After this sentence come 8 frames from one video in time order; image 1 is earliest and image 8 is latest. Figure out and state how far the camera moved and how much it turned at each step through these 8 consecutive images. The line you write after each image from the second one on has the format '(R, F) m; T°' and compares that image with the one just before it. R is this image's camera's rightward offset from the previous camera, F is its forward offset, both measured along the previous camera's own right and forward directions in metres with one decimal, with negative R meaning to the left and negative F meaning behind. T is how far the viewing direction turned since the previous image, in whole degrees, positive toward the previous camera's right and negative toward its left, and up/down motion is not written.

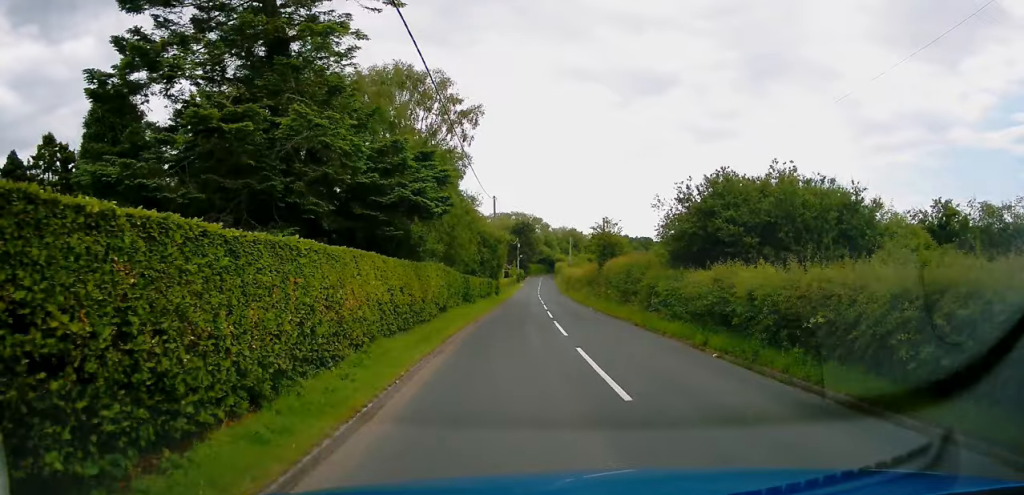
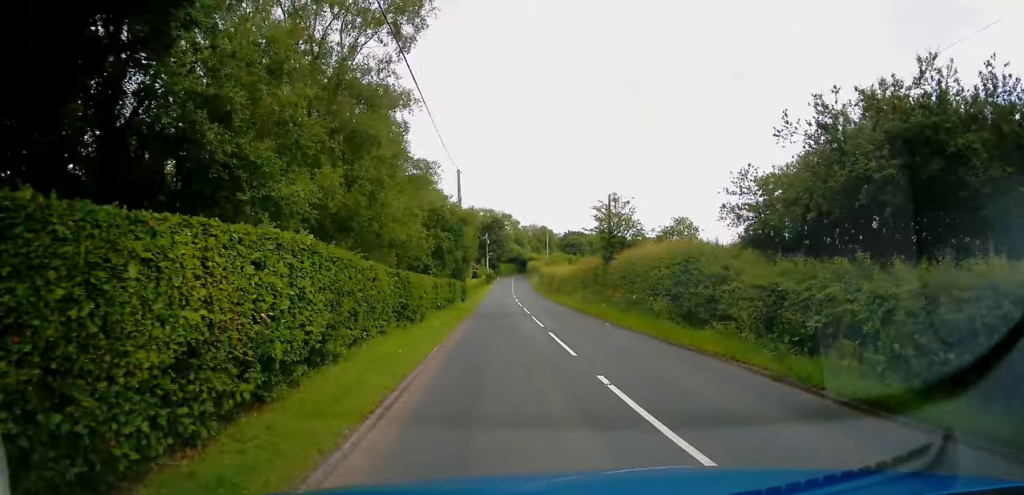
(+0.1, +12.6) m; +3°
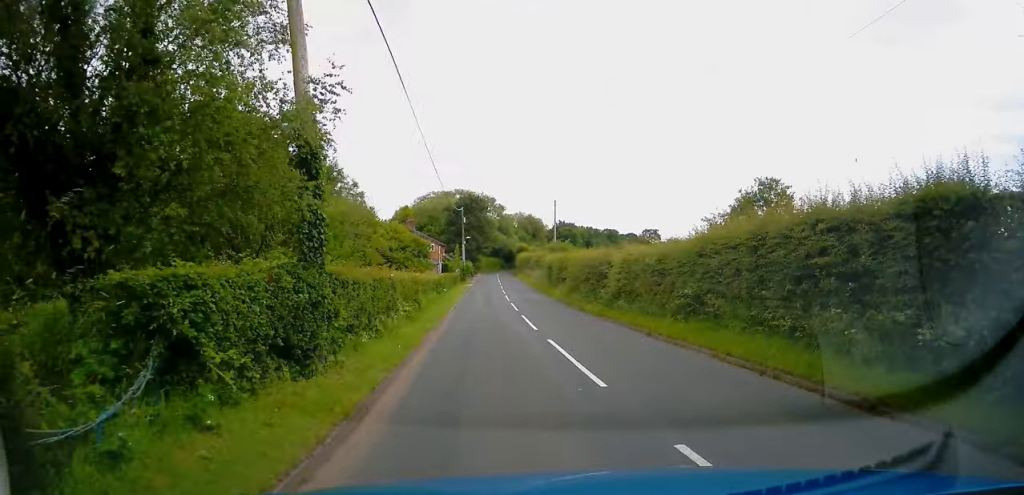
(+1.5, +30.9) m; +3°
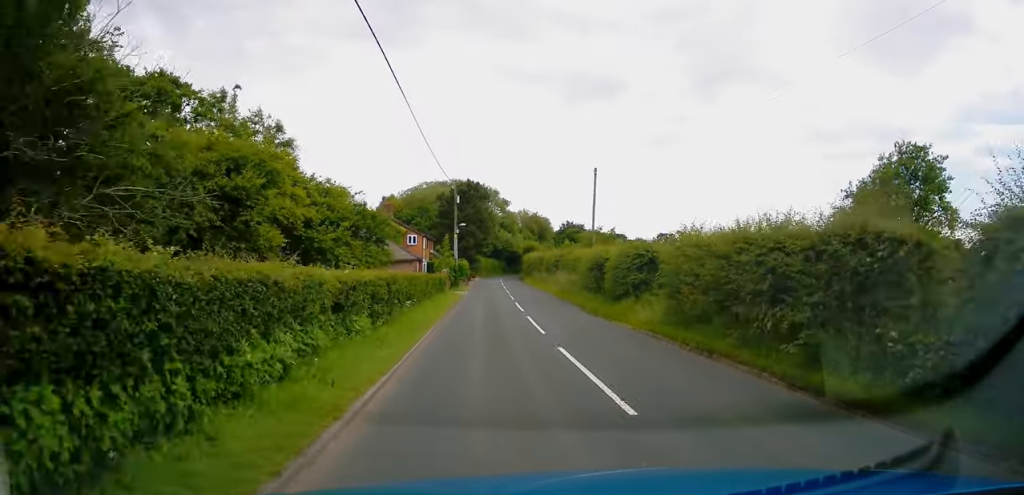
(0.0, +19.4) m; -1°
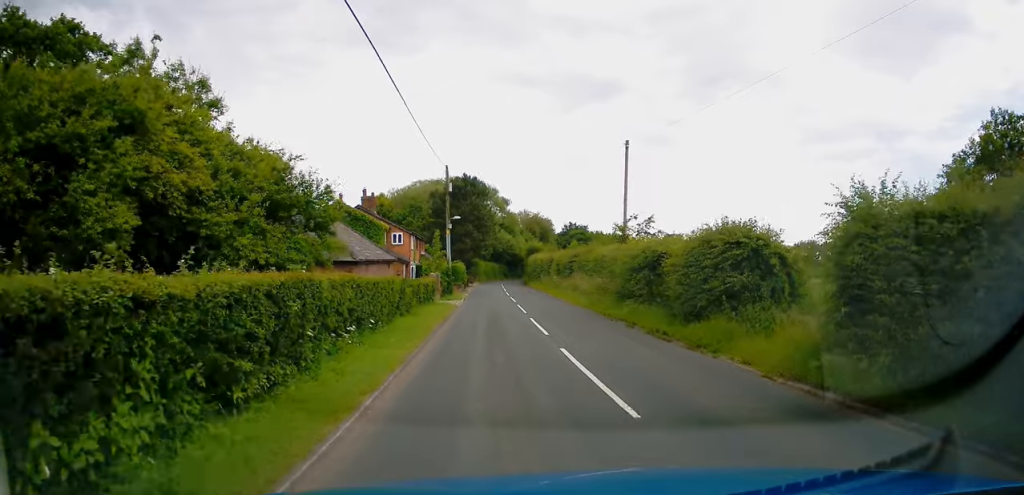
(0.0, +8.9) m; 0°
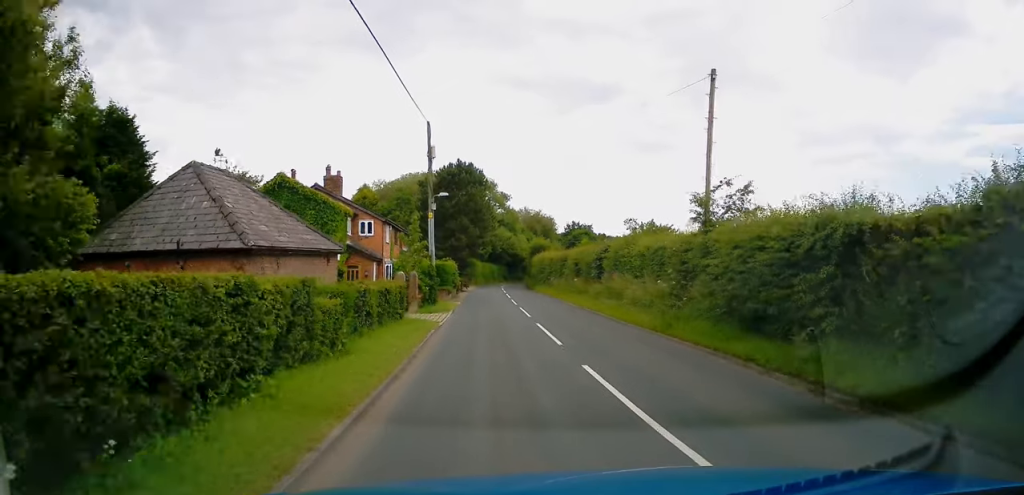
(0.0, +11.6) m; +1°
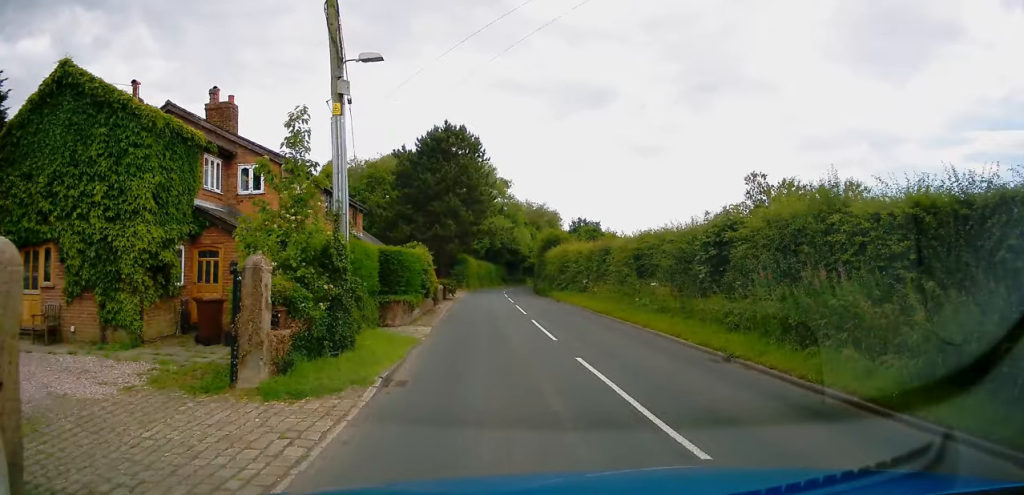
(+0.3, +17.0) m; 0°
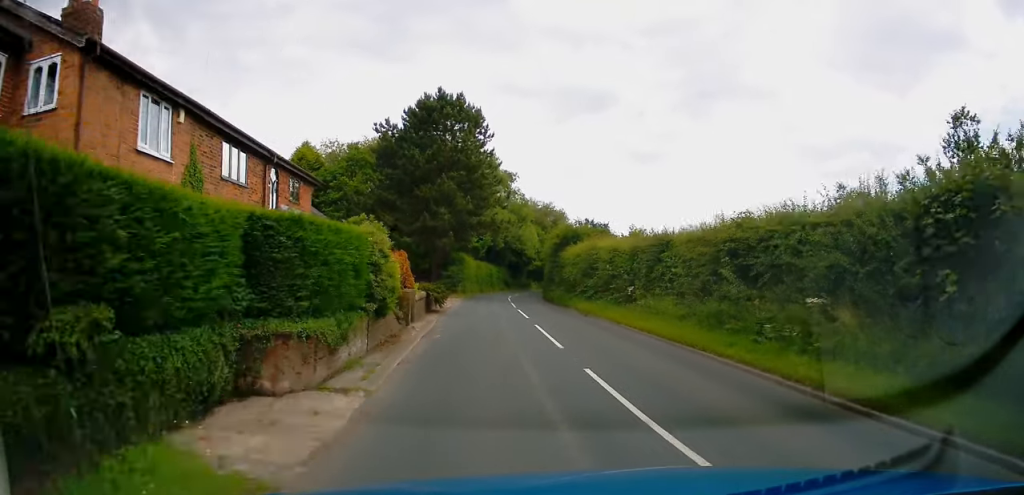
(-0.2, +10.1) m; -1°
